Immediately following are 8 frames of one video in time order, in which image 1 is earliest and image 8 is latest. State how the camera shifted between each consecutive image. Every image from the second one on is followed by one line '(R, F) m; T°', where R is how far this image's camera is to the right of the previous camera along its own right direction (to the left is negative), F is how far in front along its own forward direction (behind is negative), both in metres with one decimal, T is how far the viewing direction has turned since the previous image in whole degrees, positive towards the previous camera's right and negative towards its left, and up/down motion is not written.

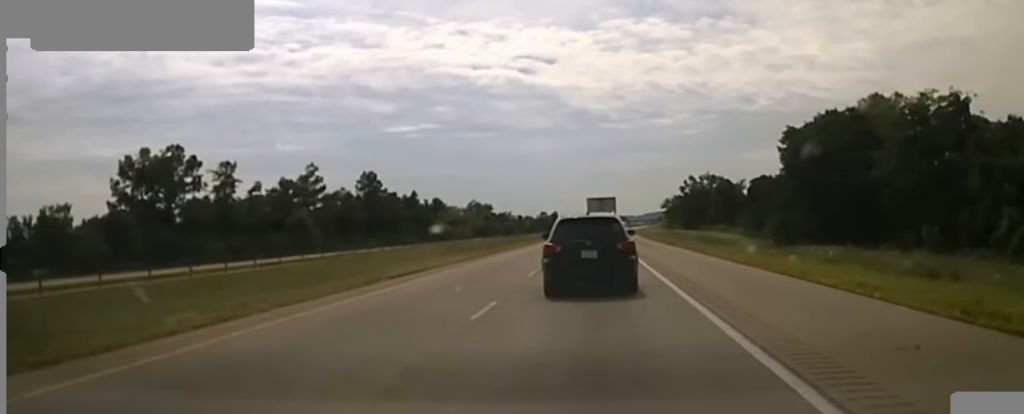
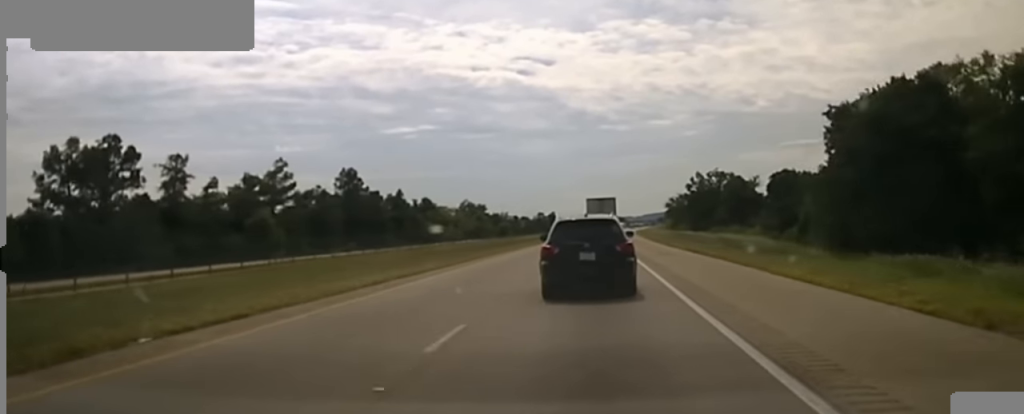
(+0.1, +15.1) m; 0°
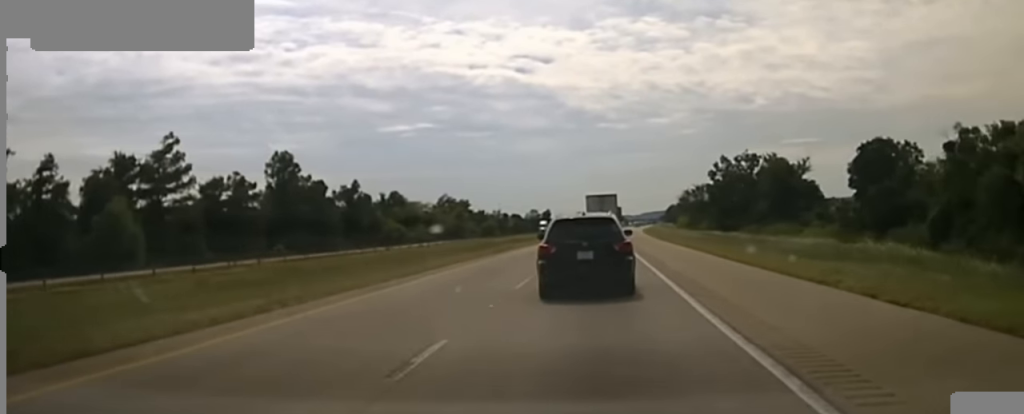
(-0.1, +37.7) m; 0°
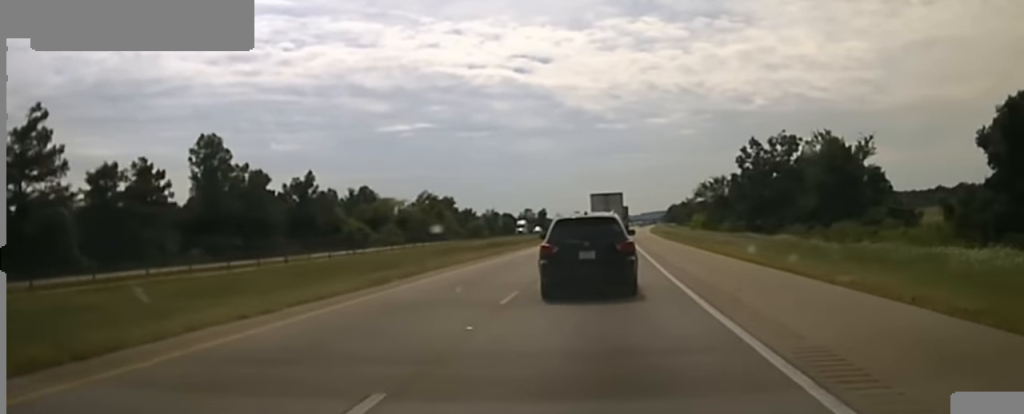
(-0.2, +26.0) m; +1°
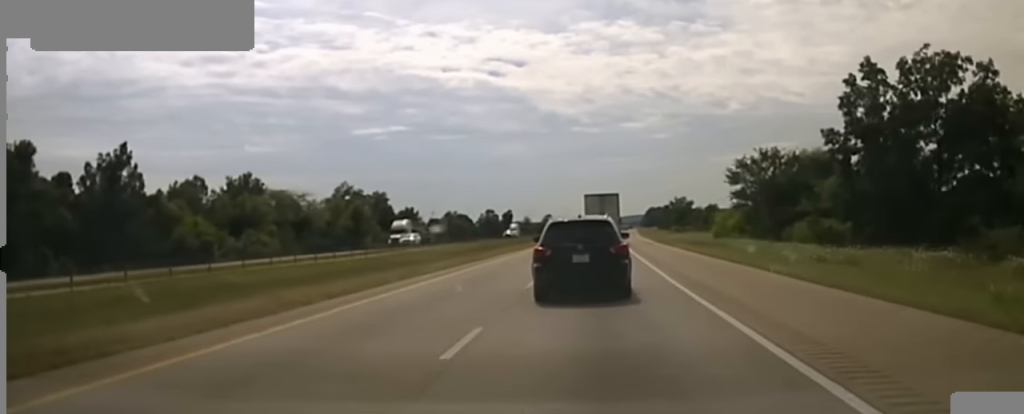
(+0.8, +52.2) m; +1°
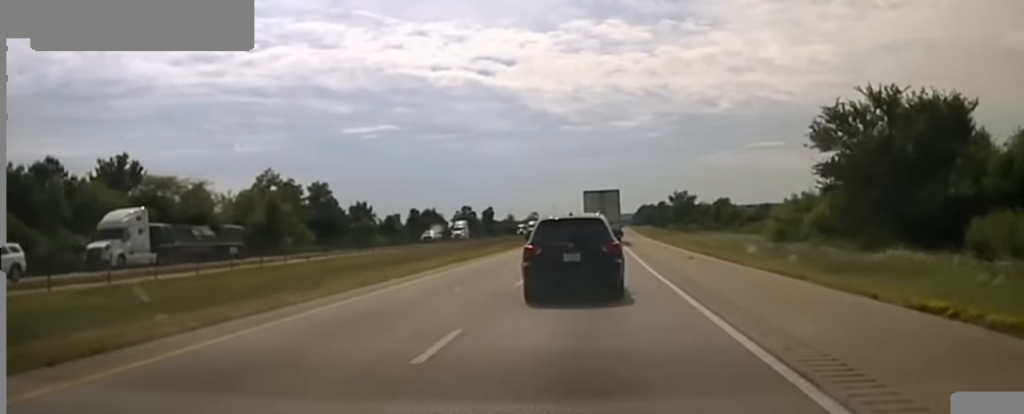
(+0.2, +33.6) m; +1°
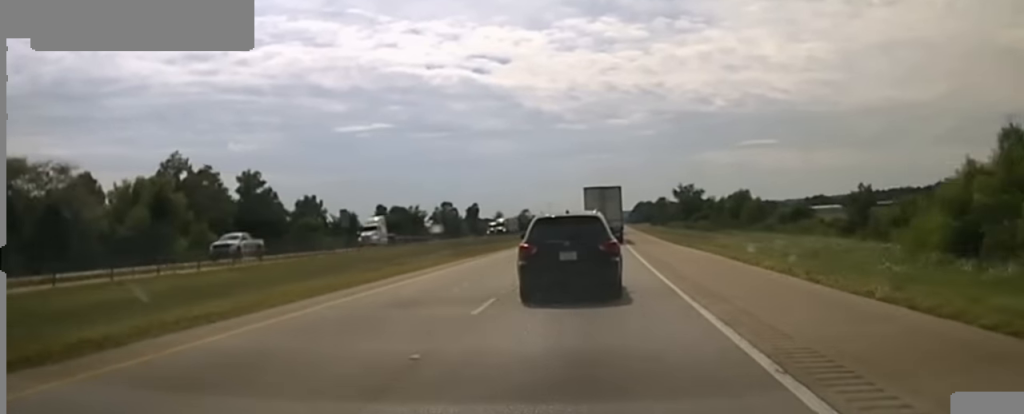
(+0.4, +27.6) m; +1°
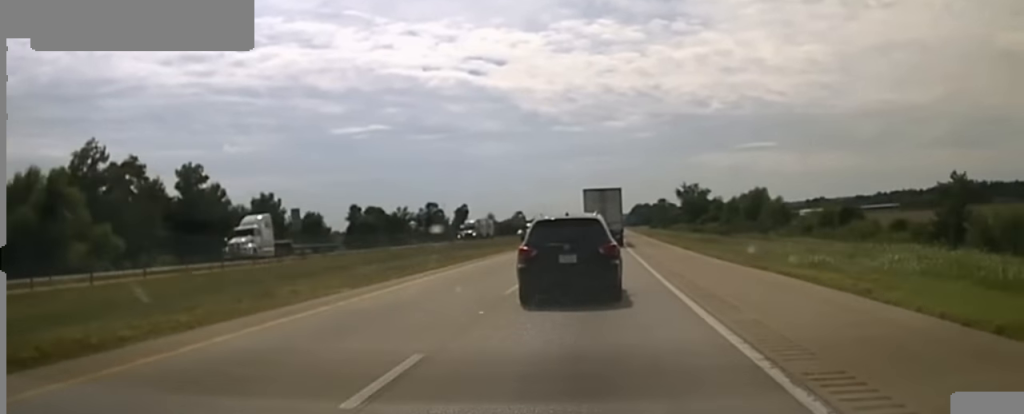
(0.0, +16.8) m; 0°
